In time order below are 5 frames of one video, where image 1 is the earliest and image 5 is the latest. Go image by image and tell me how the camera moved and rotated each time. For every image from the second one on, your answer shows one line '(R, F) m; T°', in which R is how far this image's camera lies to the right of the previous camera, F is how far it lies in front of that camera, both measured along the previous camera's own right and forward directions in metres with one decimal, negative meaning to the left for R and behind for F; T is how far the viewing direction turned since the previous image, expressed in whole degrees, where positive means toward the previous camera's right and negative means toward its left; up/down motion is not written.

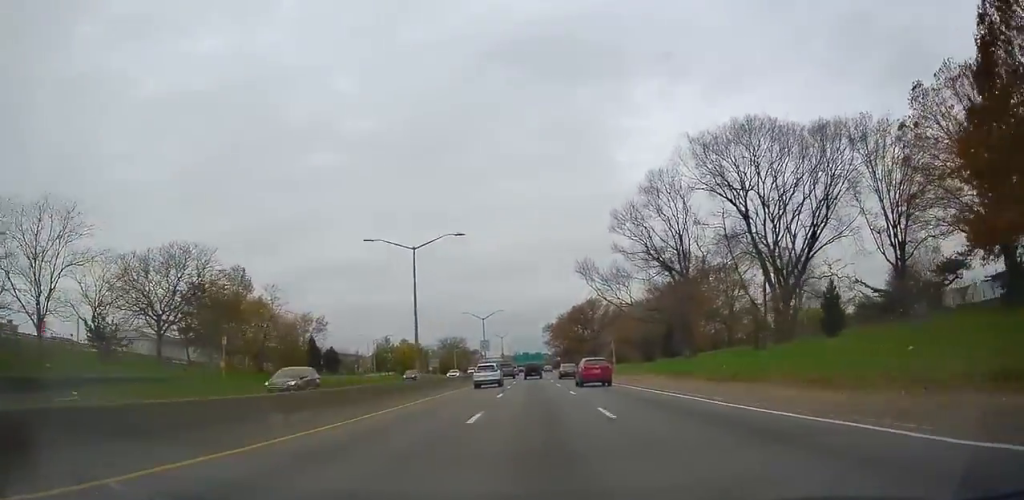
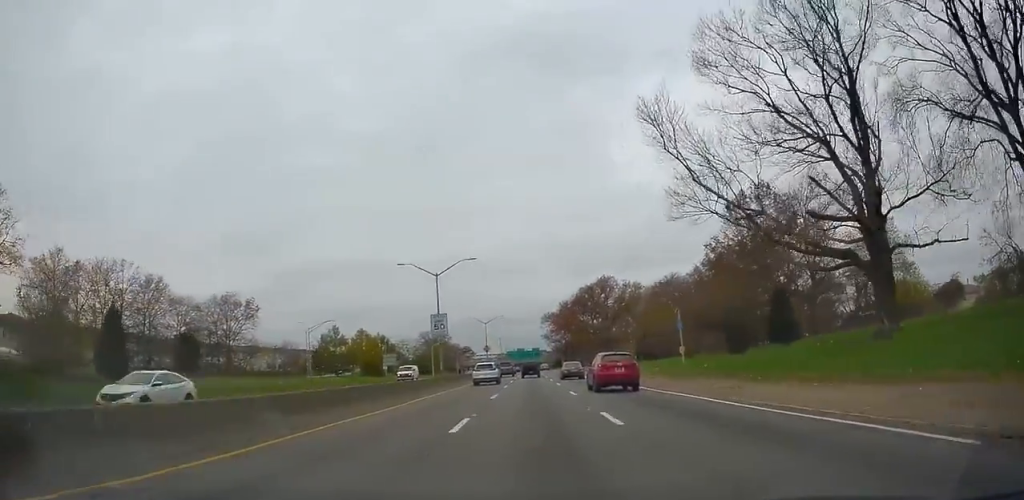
(-0.3, +37.6) m; 0°
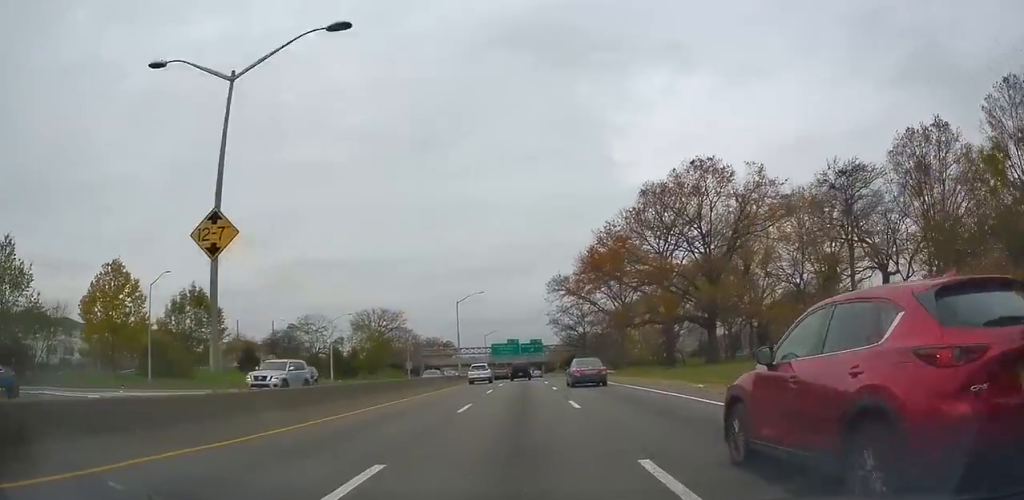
(+0.6, +78.6) m; +1°
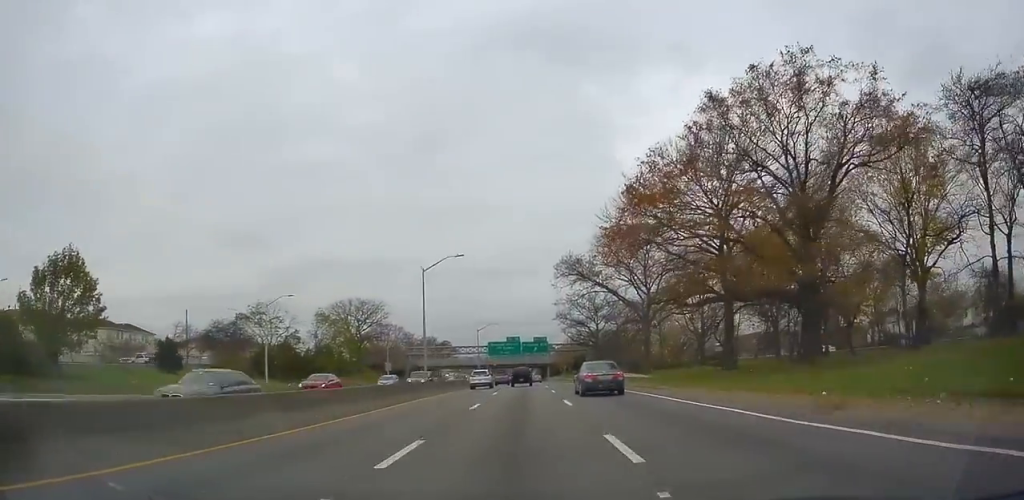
(+0.2, +20.9) m; 0°
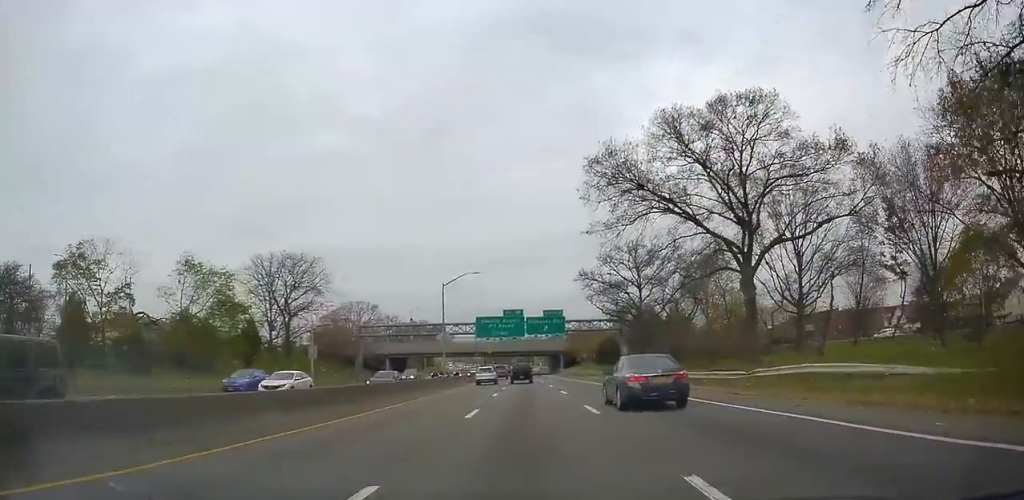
(-0.7, +40.7) m; 0°
